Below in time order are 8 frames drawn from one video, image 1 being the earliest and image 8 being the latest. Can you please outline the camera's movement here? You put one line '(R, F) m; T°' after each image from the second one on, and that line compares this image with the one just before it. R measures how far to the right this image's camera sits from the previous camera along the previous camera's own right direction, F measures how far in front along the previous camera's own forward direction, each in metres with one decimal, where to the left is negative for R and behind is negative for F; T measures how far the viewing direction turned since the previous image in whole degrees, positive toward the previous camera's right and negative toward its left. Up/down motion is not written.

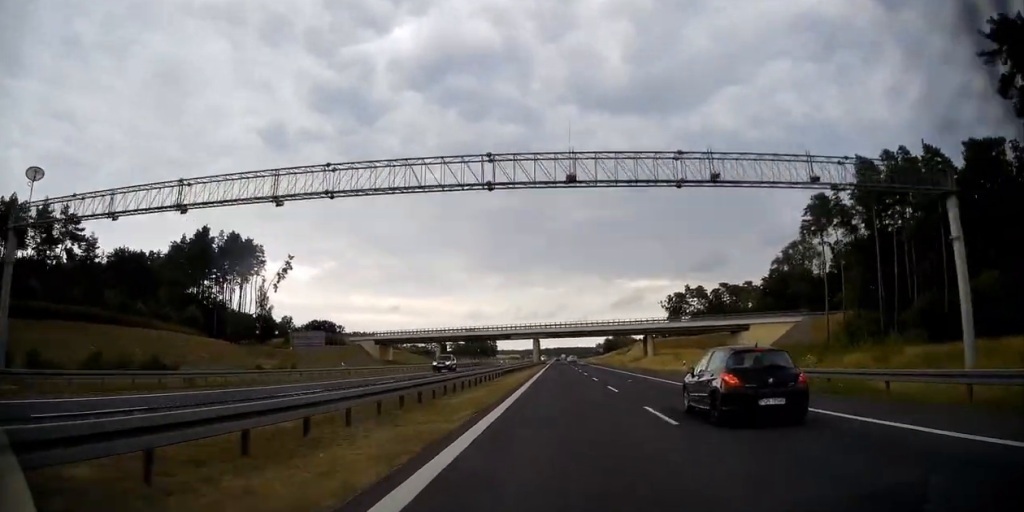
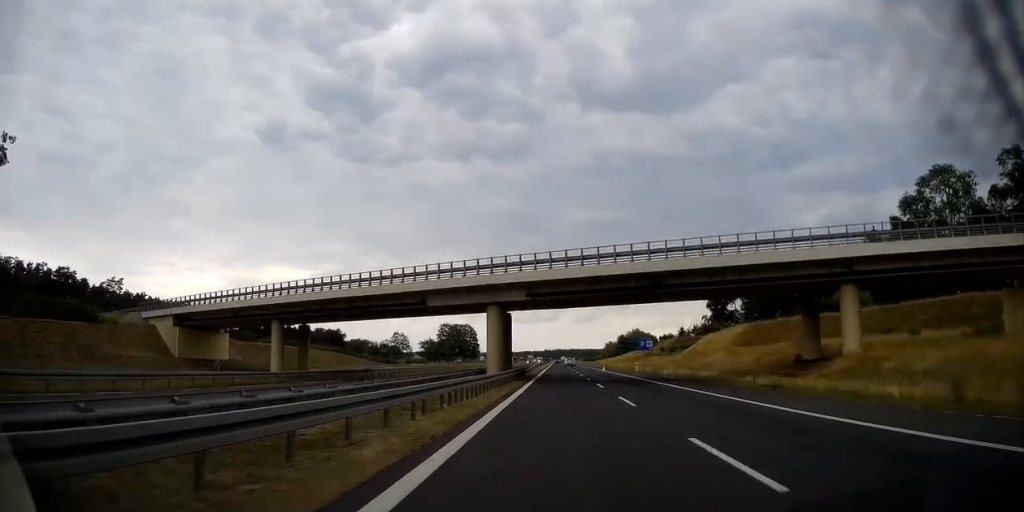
(+0.6, +75.3) m; +1°
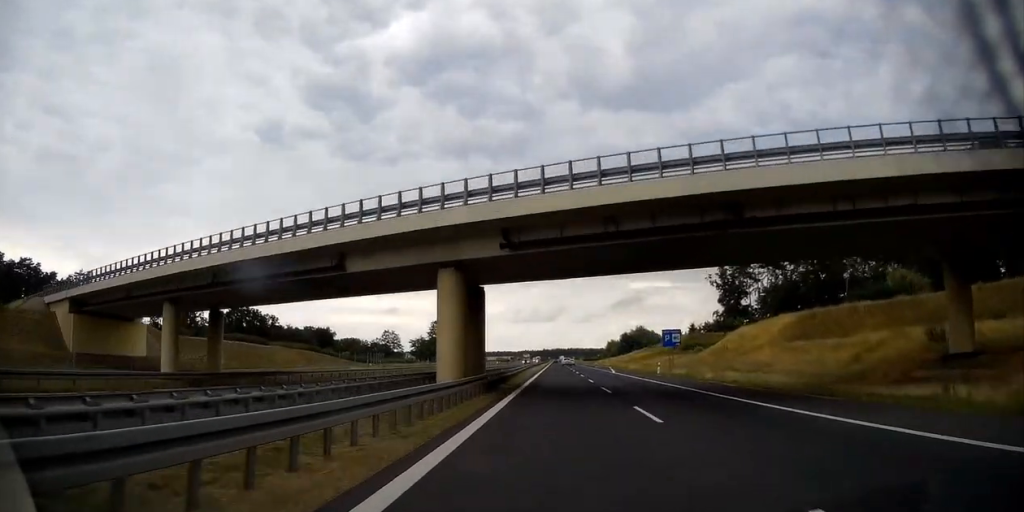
(+0.1, +16.7) m; 0°
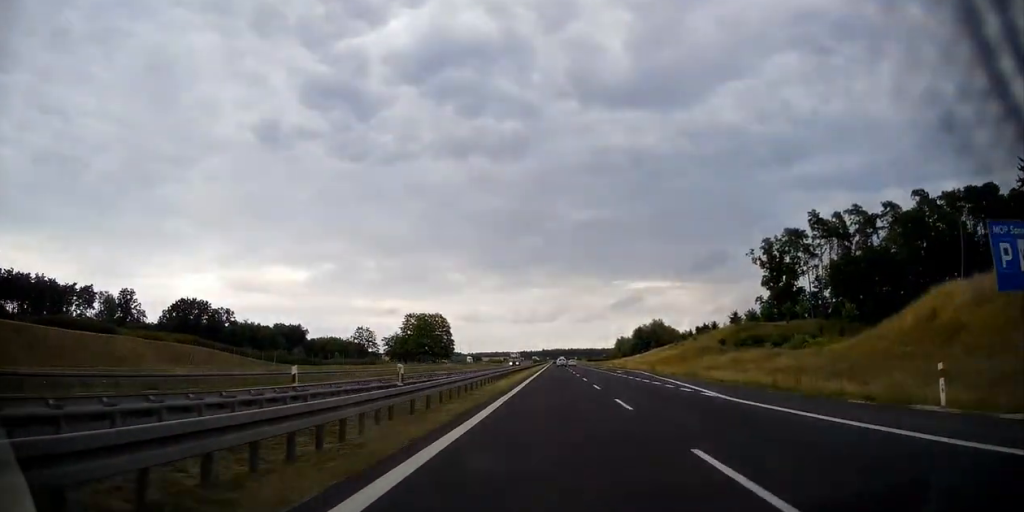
(-0.1, +43.1) m; 0°
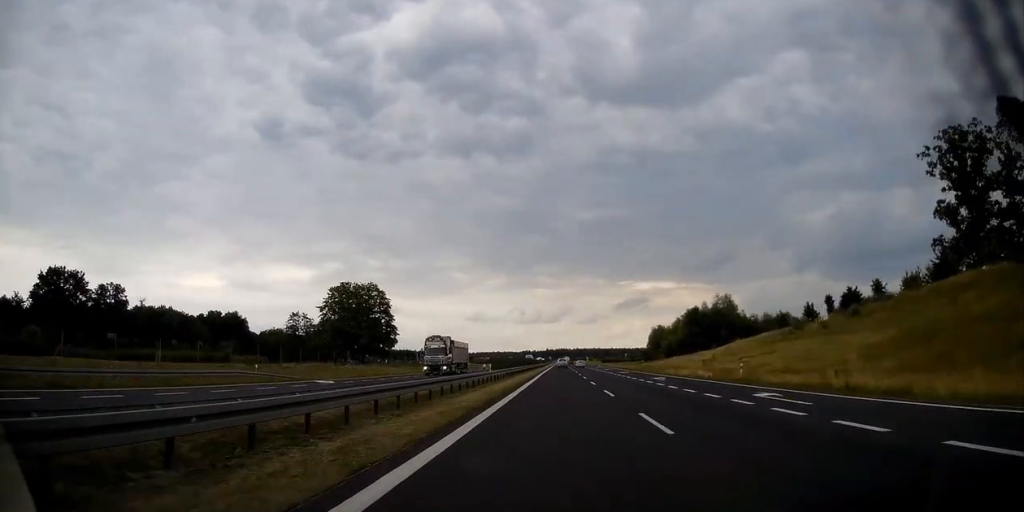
(-0.7, +75.3) m; -1°
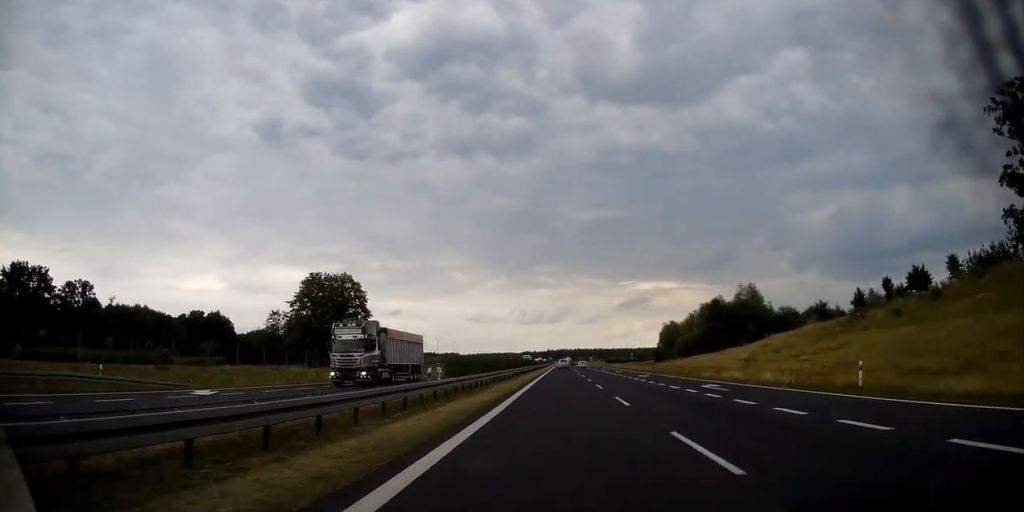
(0.0, +15.7) m; 0°
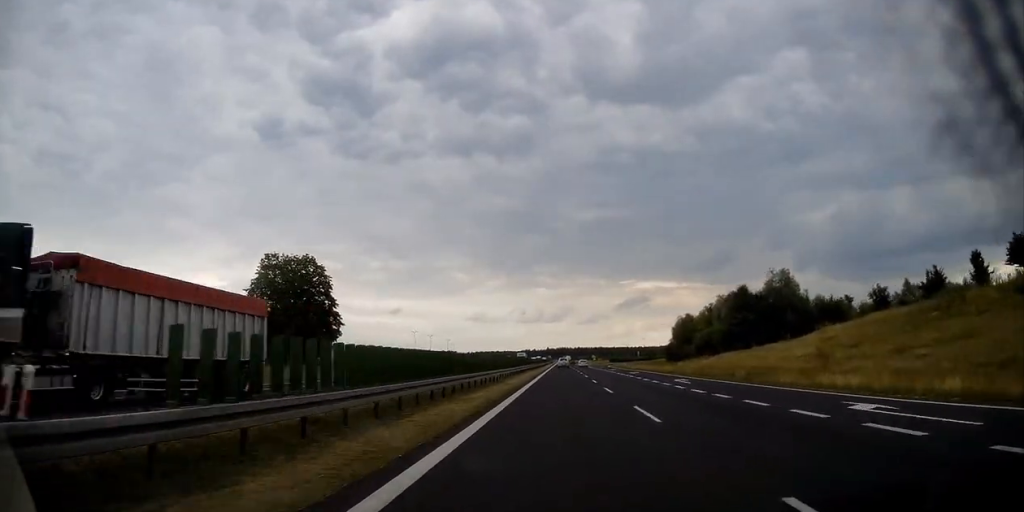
(-0.1, +16.9) m; 0°
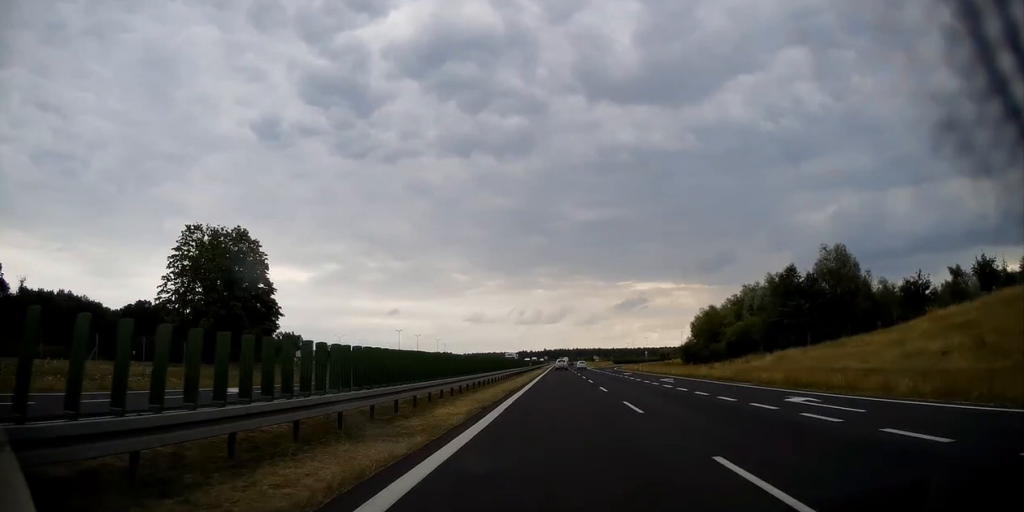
(+0.1, +20.4) m; 0°
